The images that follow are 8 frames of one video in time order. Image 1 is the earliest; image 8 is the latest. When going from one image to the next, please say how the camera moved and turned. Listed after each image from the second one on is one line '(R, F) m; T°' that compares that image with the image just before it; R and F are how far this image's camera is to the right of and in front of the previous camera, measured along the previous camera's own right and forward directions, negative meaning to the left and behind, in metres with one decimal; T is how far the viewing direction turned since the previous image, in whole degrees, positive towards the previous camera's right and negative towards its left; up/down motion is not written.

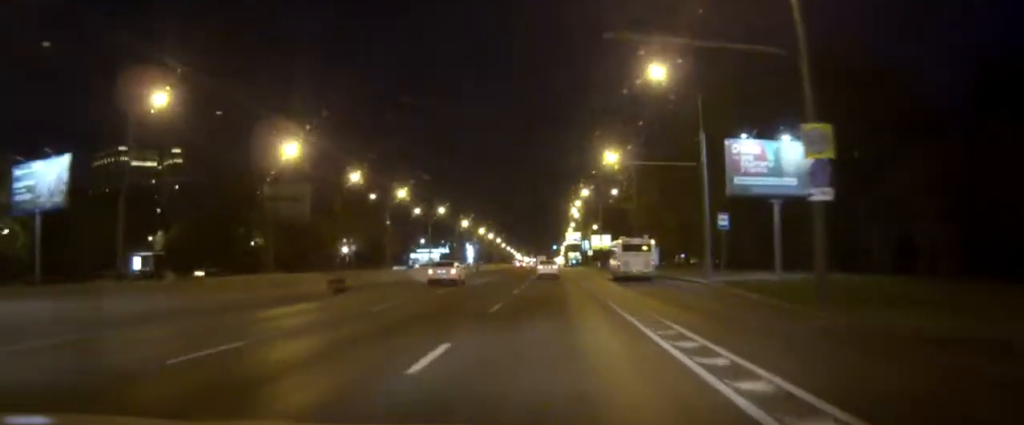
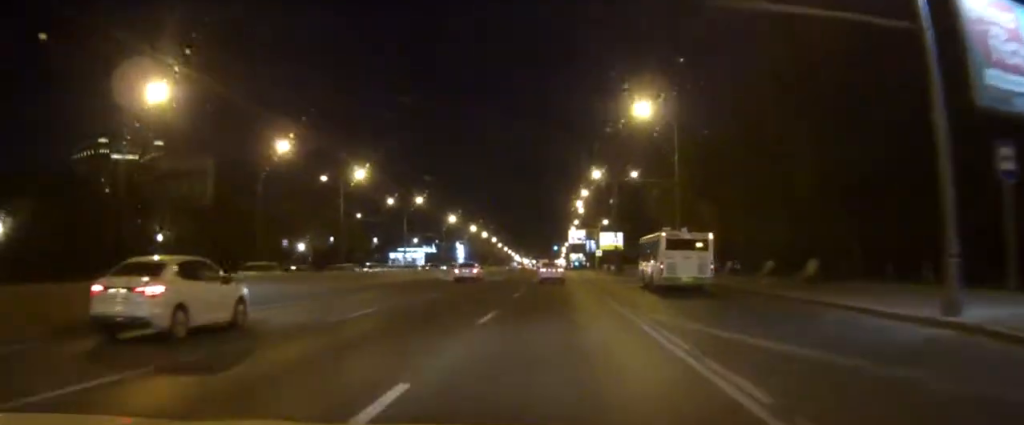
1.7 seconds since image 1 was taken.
(0.0, +27.9) m; 0°
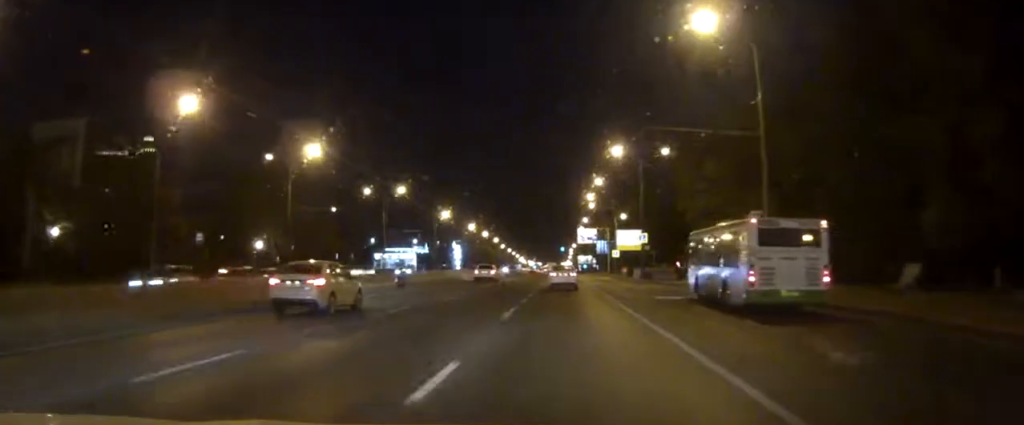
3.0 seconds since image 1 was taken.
(0.0, +21.6) m; 0°
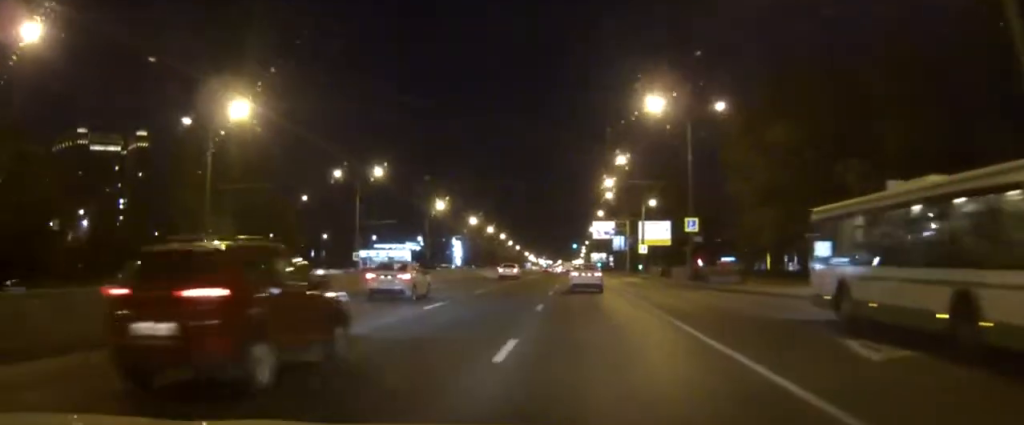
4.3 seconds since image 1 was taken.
(-0.2, +20.5) m; -1°
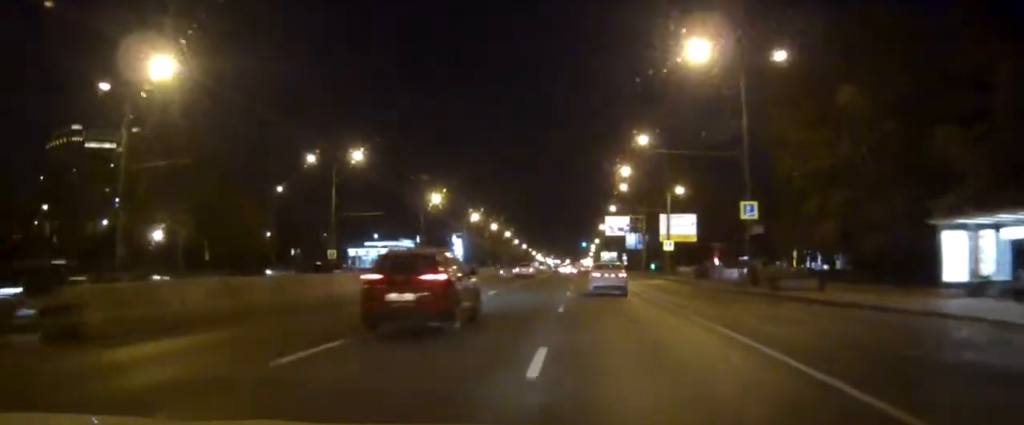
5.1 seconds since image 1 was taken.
(0.0, +13.3) m; 0°
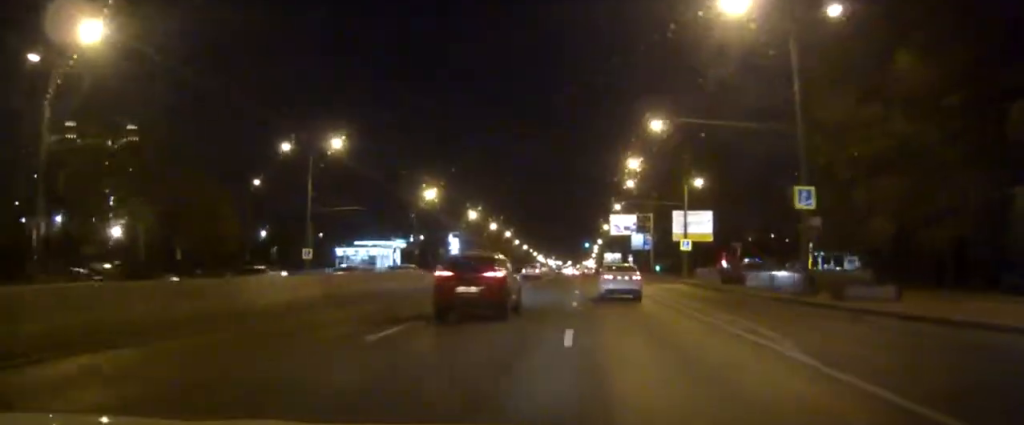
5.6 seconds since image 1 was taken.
(0.0, +8.4) m; 0°
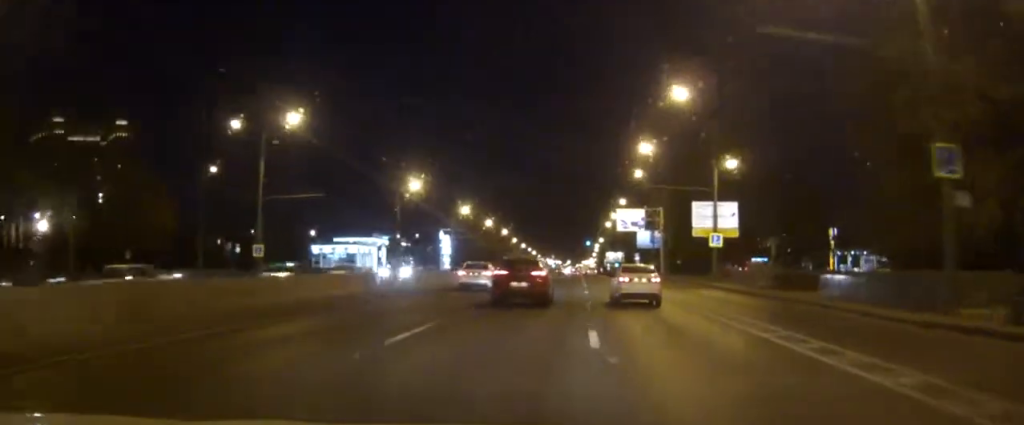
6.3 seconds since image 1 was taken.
(0.0, +11.9) m; 0°
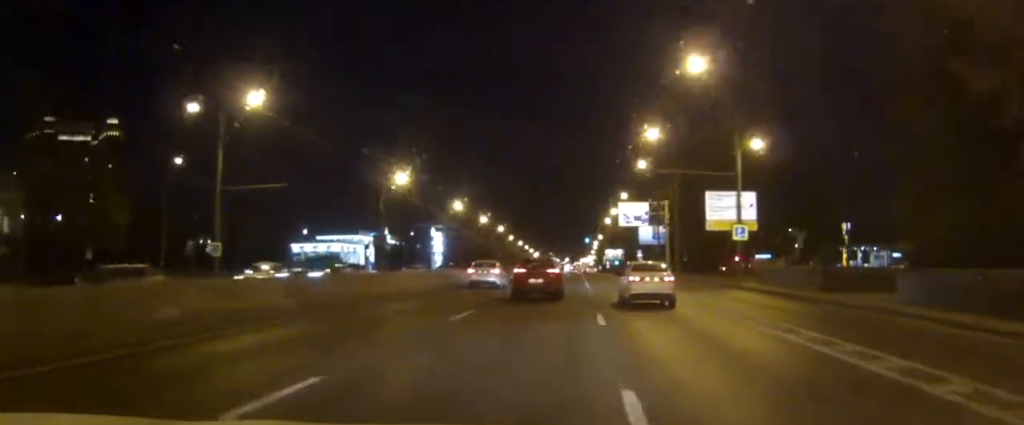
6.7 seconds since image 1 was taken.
(0.0, +7.4) m; 0°
